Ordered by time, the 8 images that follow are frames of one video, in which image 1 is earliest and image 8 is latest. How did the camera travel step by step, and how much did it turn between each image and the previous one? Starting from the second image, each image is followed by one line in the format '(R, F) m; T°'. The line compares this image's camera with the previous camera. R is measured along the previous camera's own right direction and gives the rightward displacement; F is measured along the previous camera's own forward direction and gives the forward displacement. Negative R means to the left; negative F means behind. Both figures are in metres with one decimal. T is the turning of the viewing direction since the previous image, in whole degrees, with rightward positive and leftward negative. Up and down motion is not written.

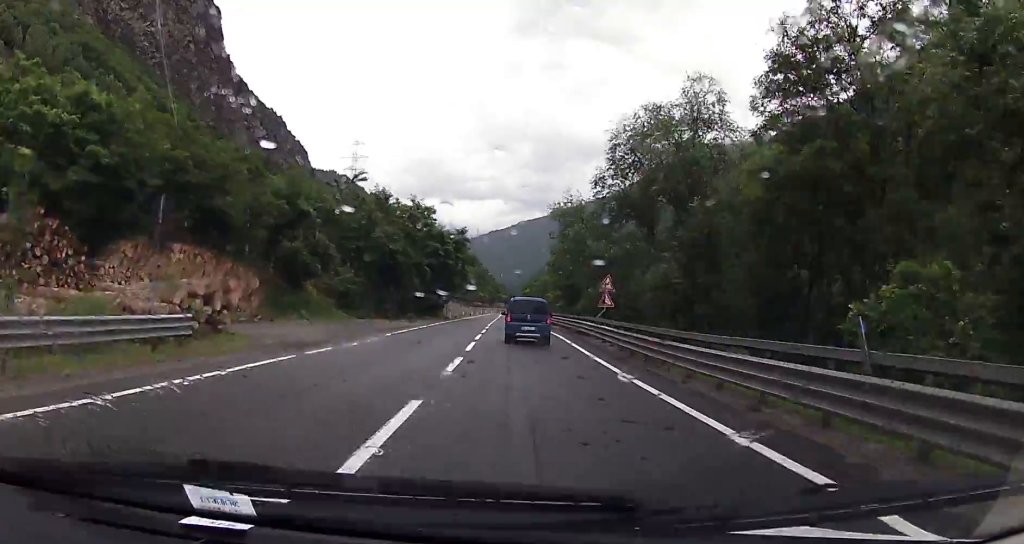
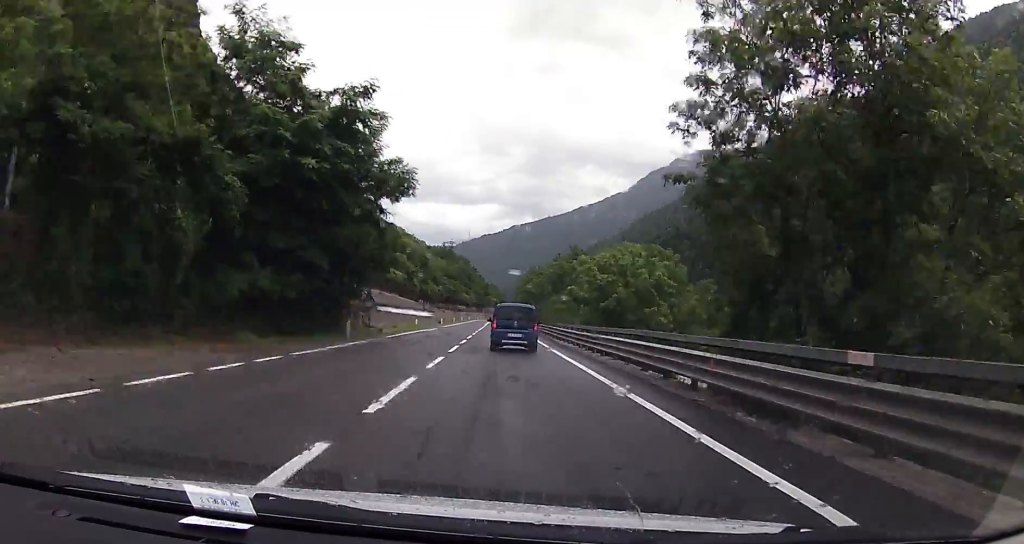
(+0.5, +47.0) m; +1°
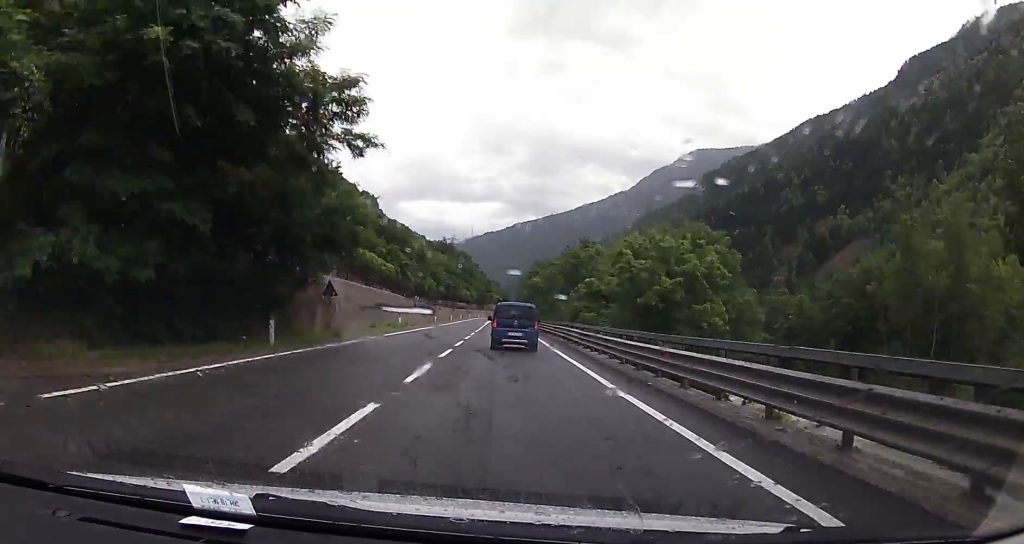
(+0.1, +10.5) m; 0°
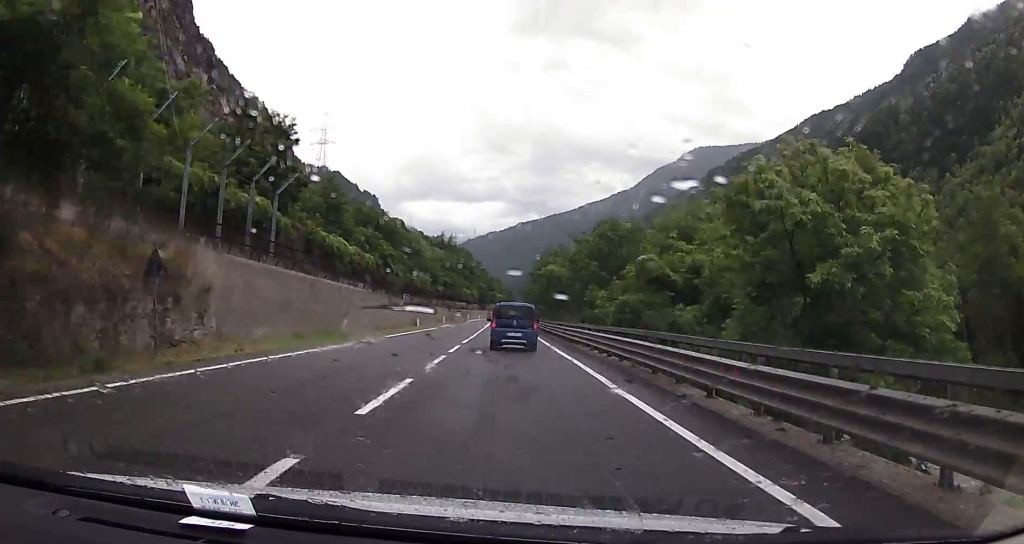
(+0.1, +17.5) m; 0°
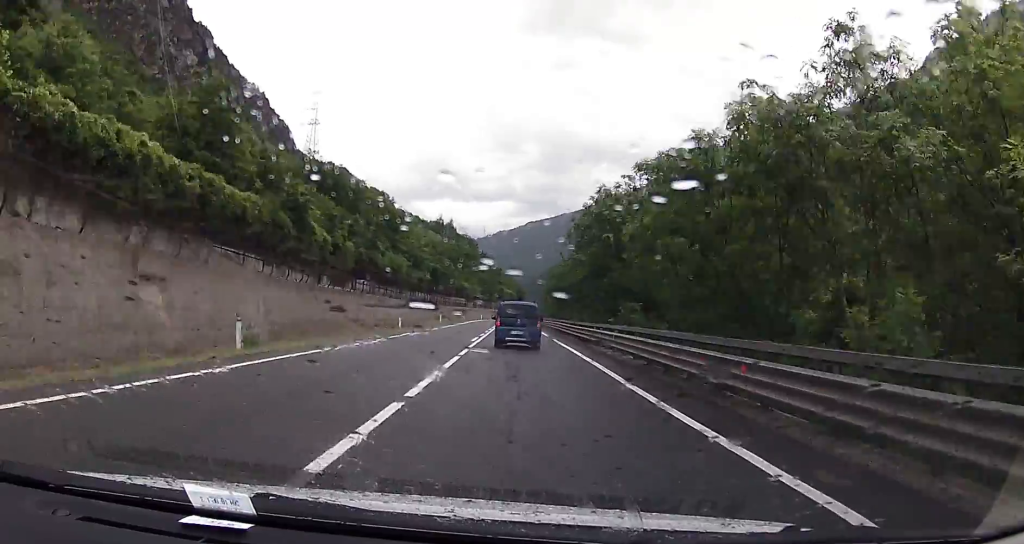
(-0.7, +39.9) m; -1°
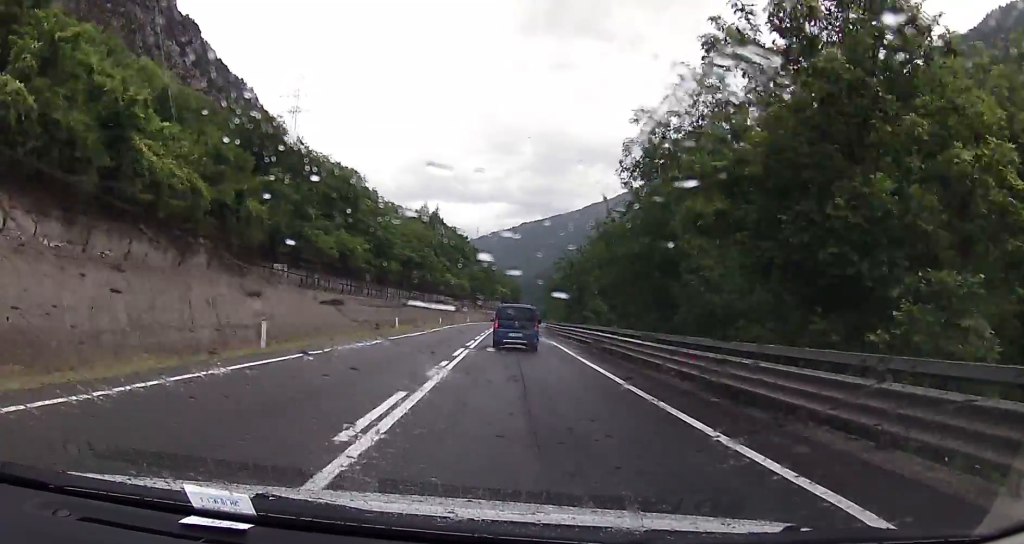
(+0.2, +23.2) m; +1°
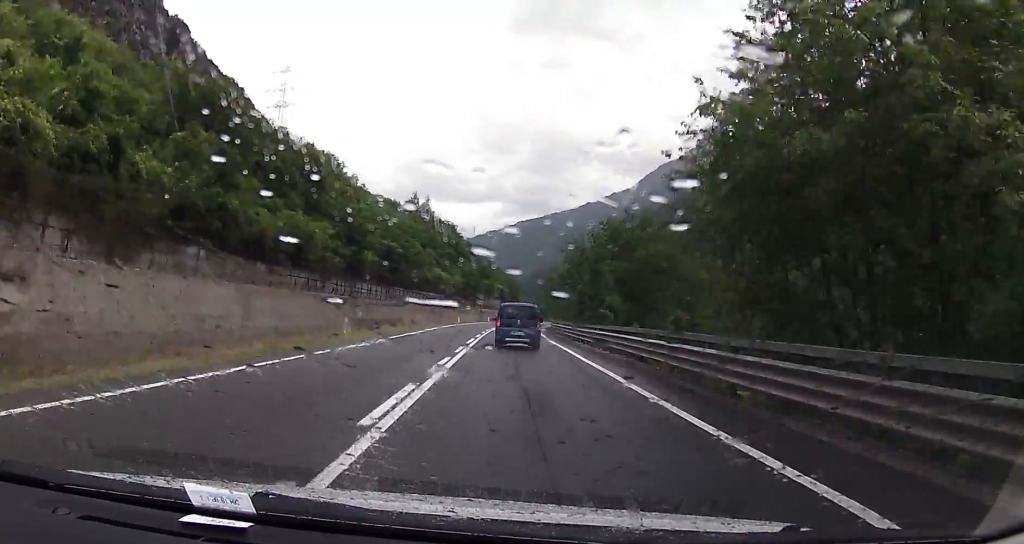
(+0.2, +12.9) m; 0°
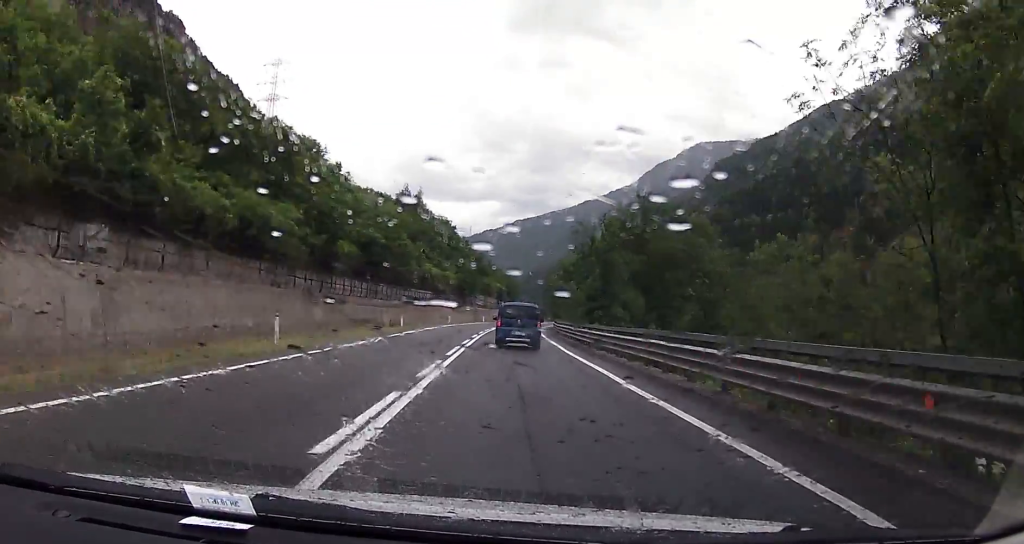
(0.0, +8.8) m; 0°
